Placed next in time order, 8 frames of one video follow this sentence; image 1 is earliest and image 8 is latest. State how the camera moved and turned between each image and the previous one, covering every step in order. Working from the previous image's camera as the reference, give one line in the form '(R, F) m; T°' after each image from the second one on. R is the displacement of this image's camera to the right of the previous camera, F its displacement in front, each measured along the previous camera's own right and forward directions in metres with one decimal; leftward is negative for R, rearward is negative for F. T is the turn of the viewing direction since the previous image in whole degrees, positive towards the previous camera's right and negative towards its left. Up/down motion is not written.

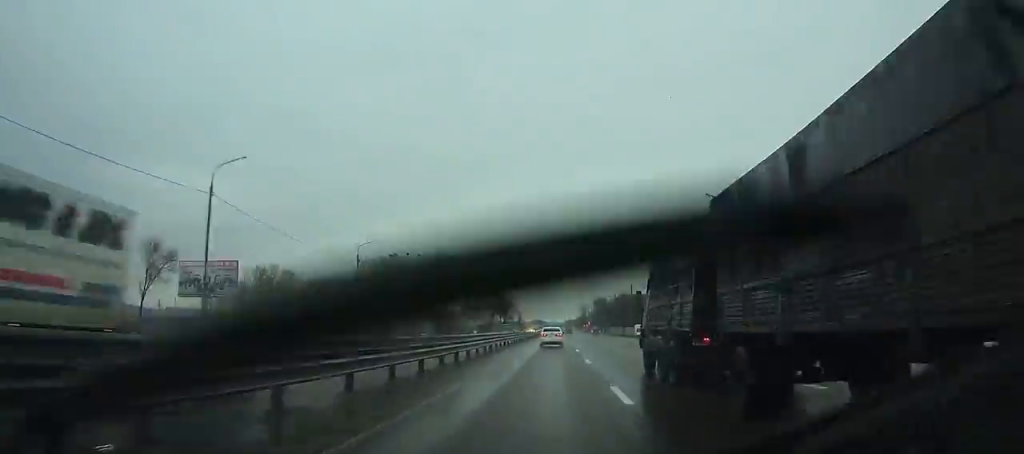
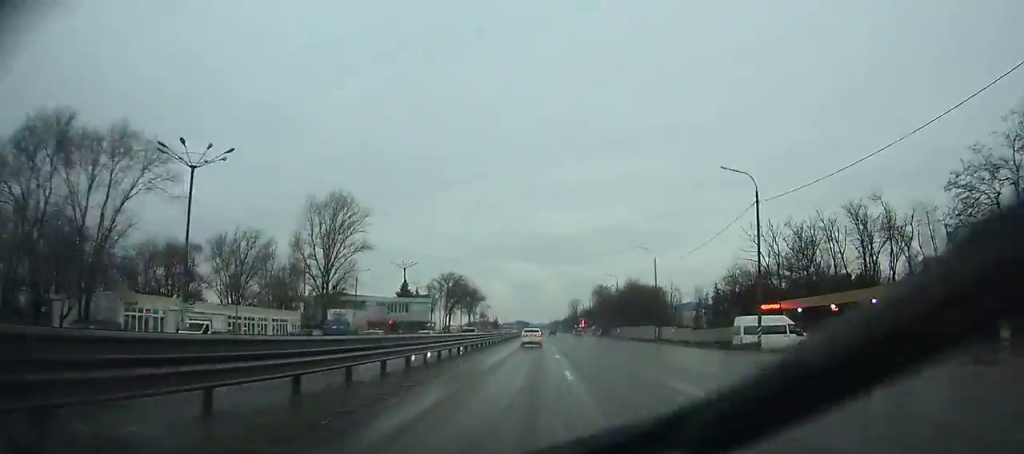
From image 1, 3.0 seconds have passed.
(+0.5, +67.9) m; 0°
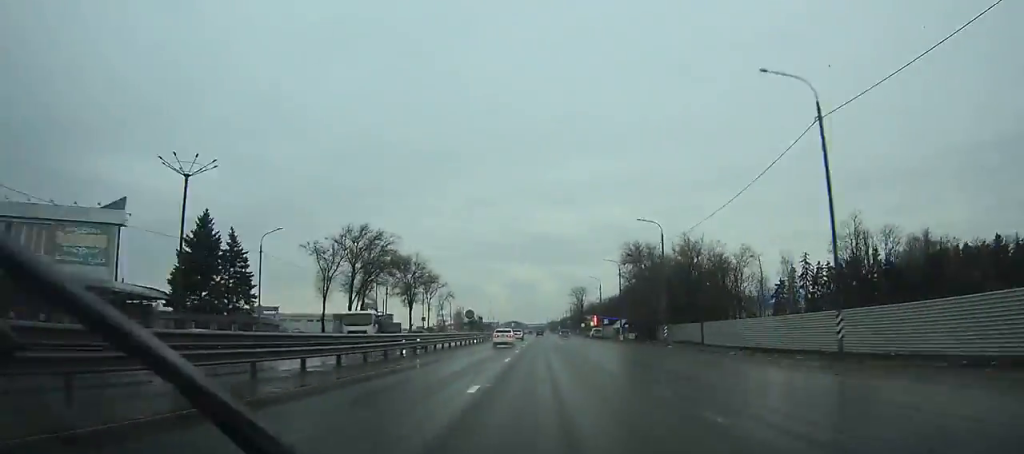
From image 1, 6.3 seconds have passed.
(+0.1, +76.0) m; -1°
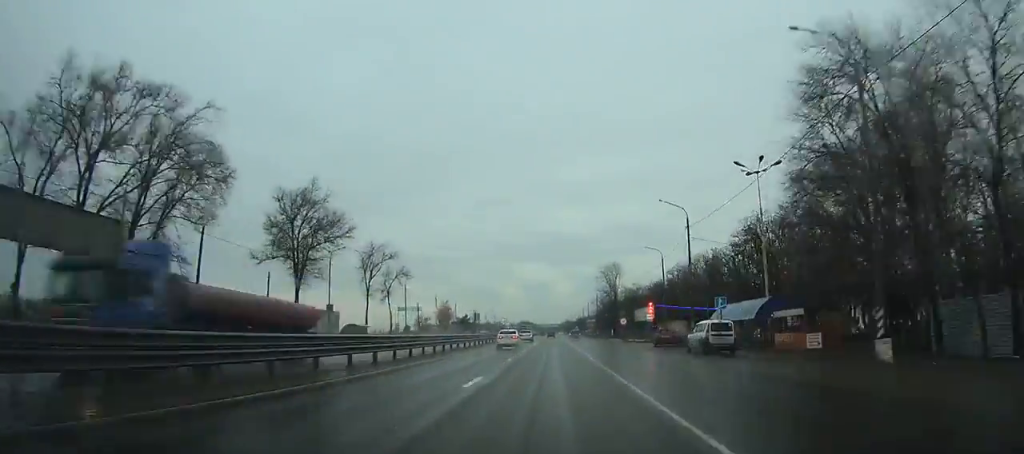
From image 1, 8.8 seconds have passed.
(-0.6, +58.6) m; -1°
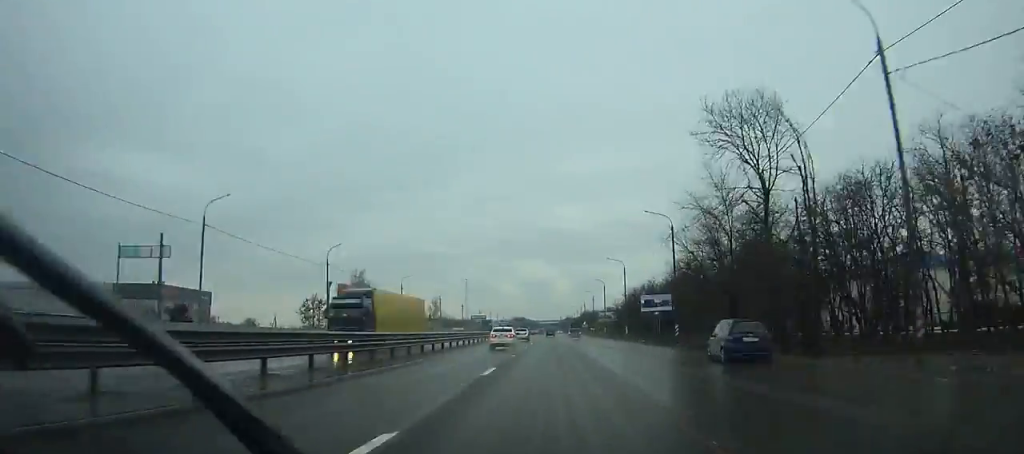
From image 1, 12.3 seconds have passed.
(-0.4, +82.7) m; 0°
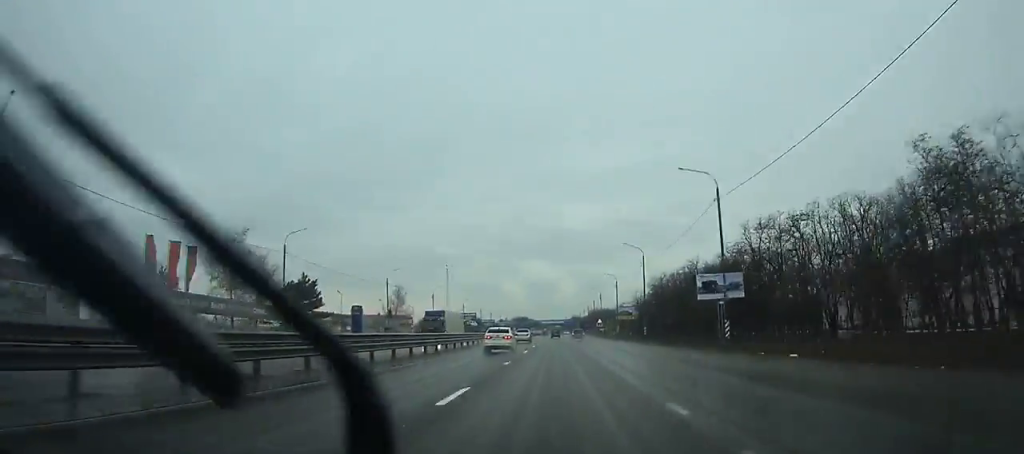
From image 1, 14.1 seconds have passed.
(0.0, +43.0) m; 0°
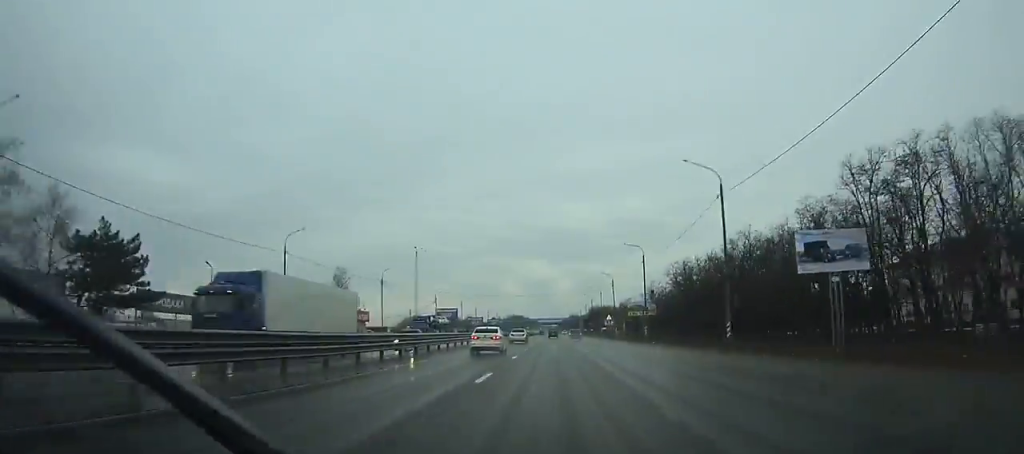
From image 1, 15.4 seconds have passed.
(0.0, +31.0) m; 0°
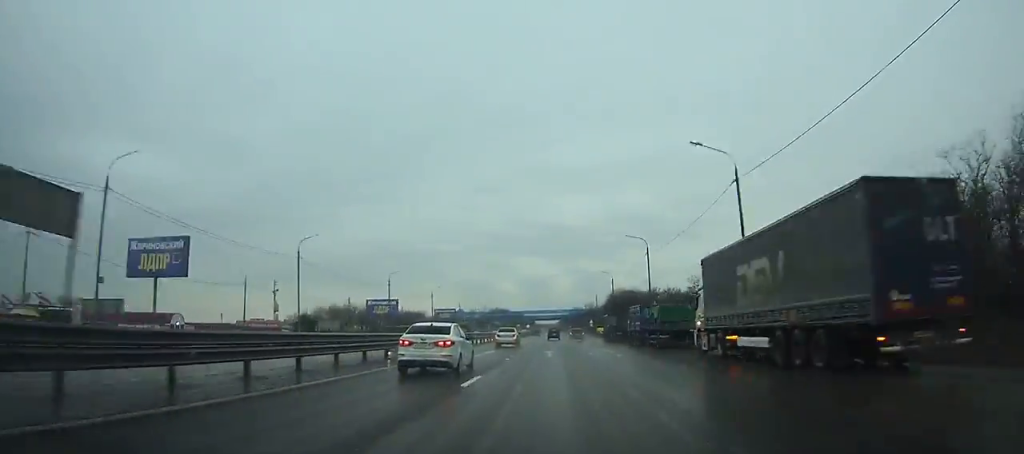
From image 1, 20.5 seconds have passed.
(+0.3, +121.3) m; 0°
